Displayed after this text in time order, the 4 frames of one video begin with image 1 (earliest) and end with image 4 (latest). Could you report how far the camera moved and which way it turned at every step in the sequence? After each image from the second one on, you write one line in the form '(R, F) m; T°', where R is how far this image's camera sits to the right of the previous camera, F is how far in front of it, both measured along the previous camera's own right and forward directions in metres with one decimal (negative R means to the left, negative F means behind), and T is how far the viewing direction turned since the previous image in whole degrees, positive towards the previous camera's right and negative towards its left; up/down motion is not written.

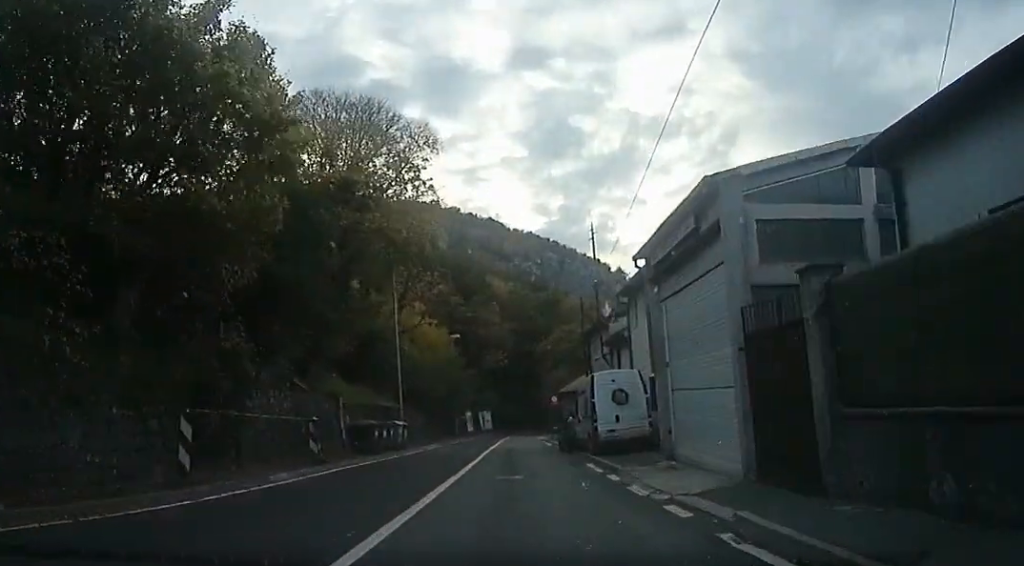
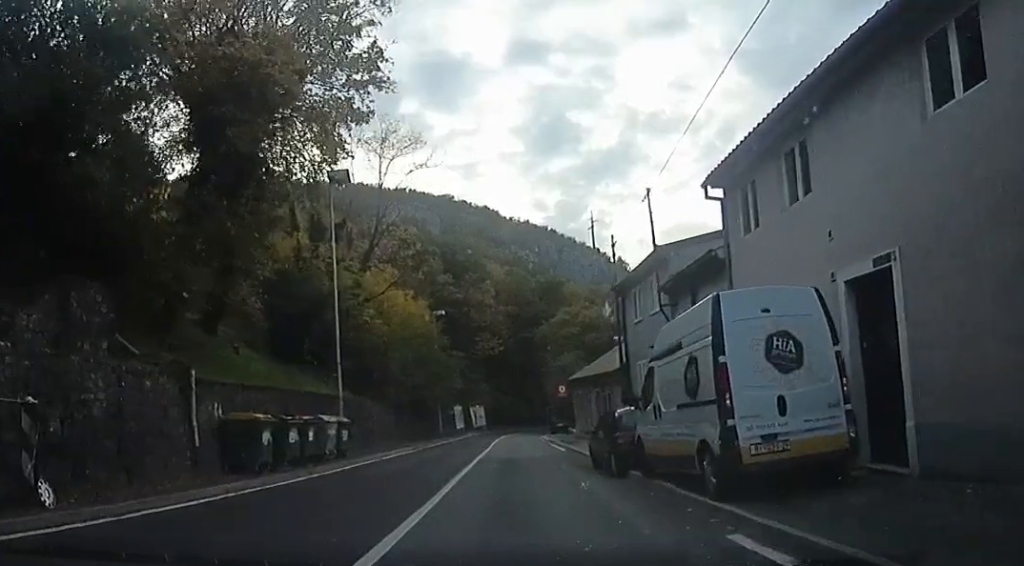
(-1.1, +11.3) m; -3°
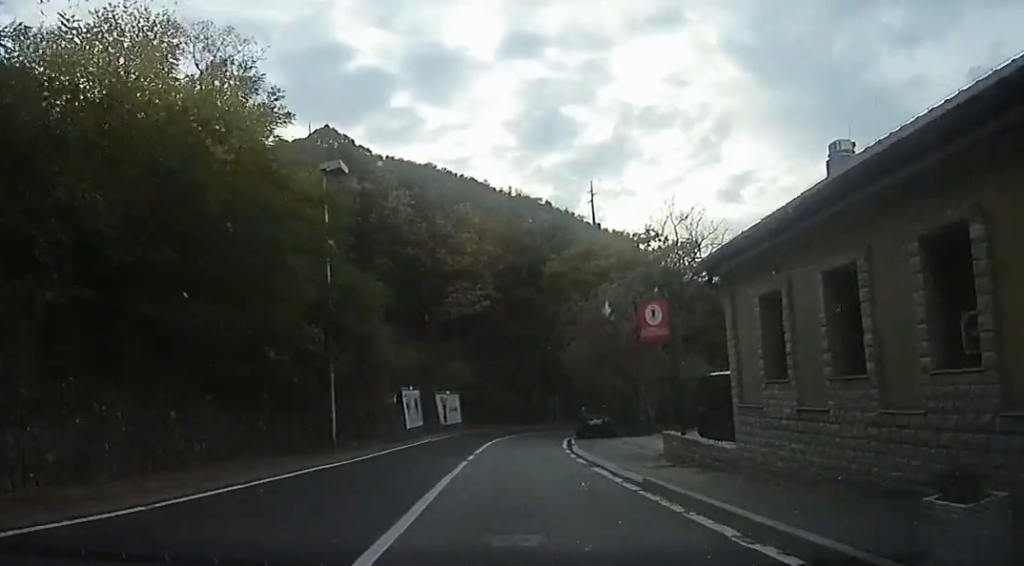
(+1.1, +28.1) m; -3°
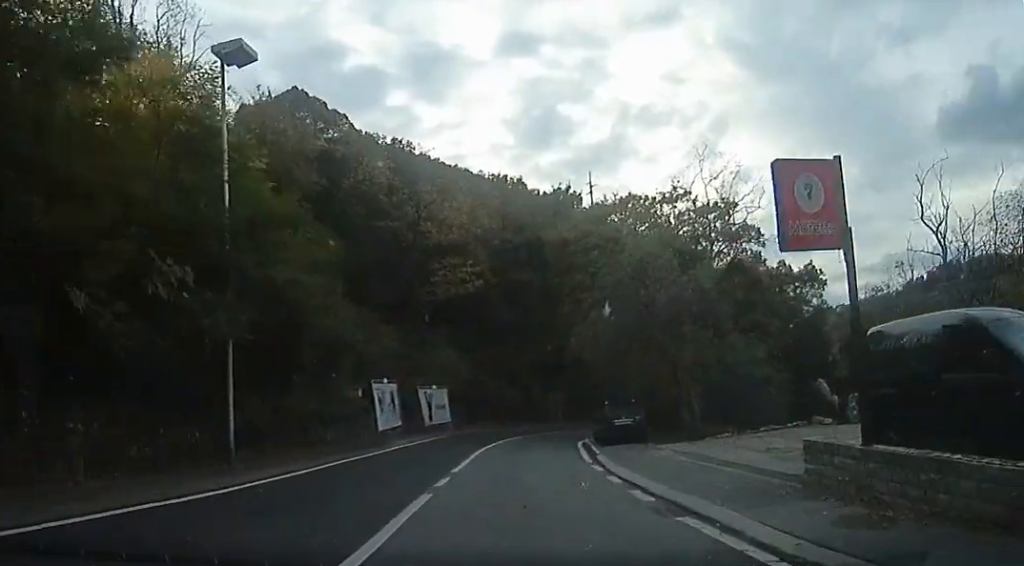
(0.0, +7.8) m; 0°
